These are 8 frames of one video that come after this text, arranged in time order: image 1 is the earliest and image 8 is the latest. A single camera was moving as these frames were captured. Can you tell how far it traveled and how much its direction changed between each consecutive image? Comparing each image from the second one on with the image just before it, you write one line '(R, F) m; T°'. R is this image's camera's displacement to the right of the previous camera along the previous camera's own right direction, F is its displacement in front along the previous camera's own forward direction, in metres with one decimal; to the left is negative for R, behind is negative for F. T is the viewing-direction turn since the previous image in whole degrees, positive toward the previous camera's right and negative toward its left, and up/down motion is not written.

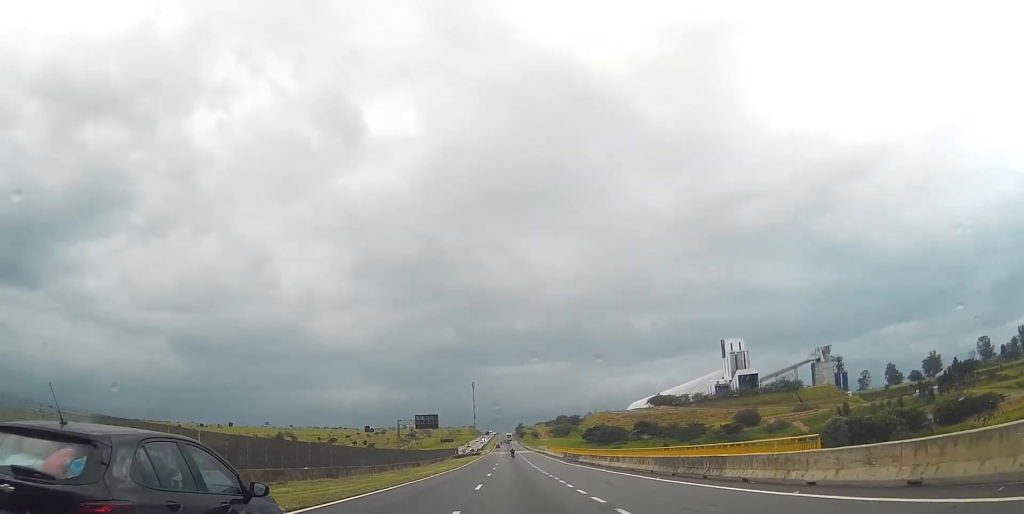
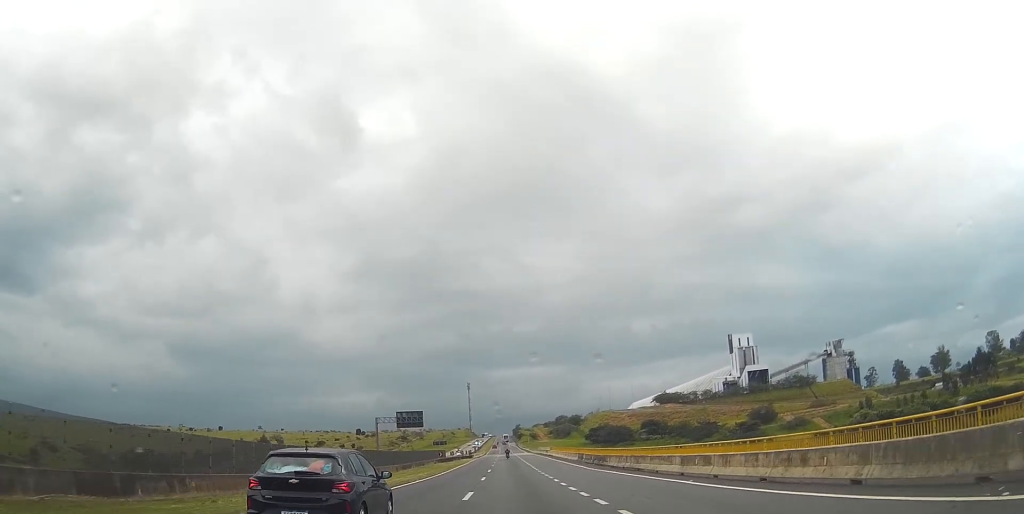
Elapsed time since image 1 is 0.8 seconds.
(0.0, +22.7) m; 0°
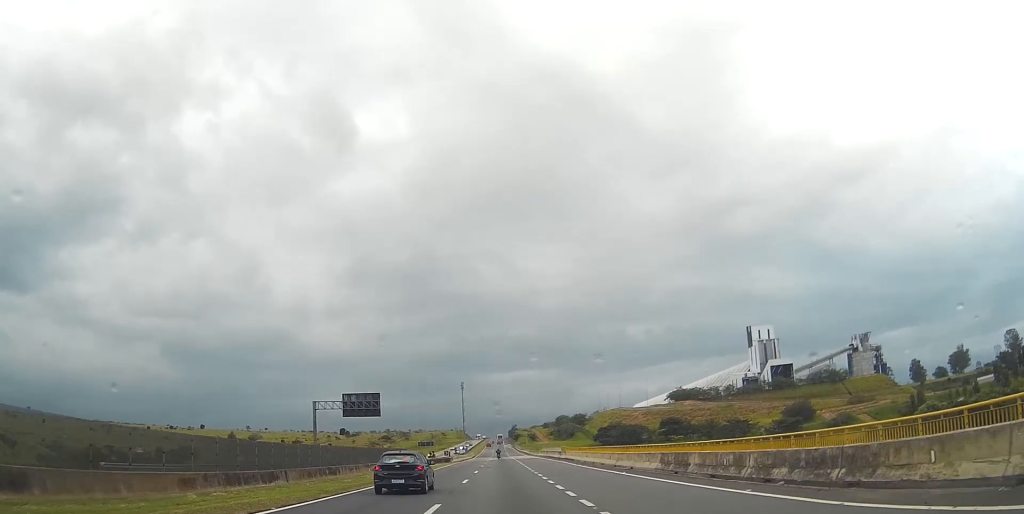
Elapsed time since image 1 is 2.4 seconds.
(0.0, +41.3) m; 0°
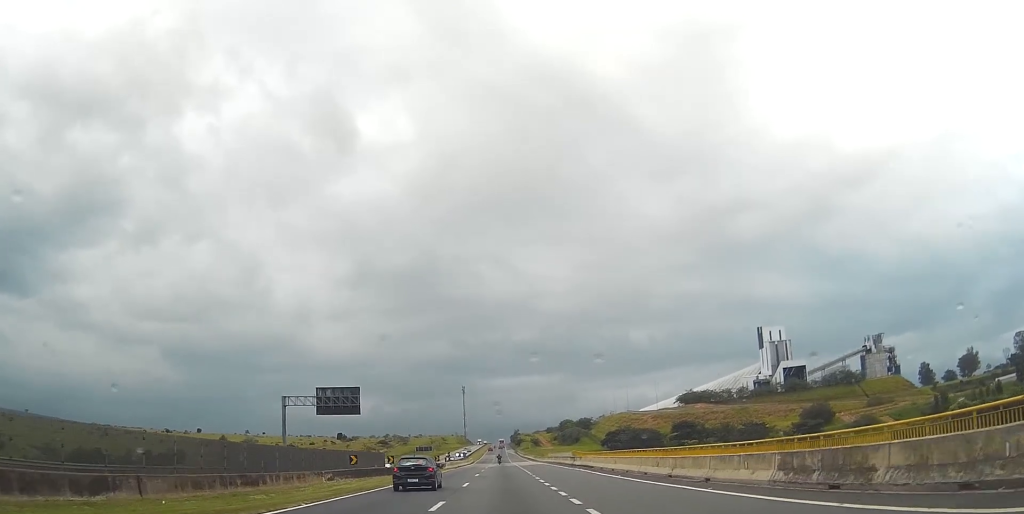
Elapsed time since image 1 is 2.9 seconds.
(-0.1, +14.0) m; 0°
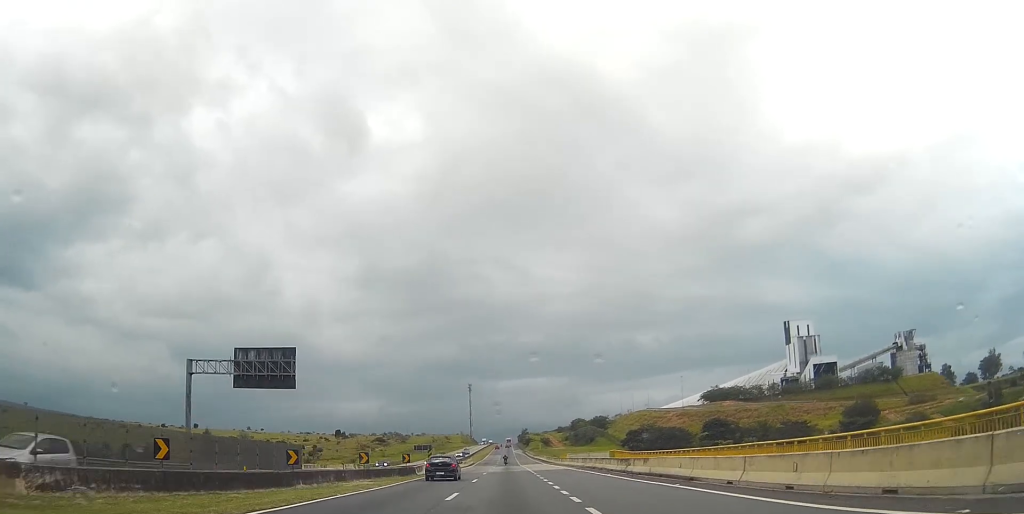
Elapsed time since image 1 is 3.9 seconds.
(-0.1, +27.0) m; -1°
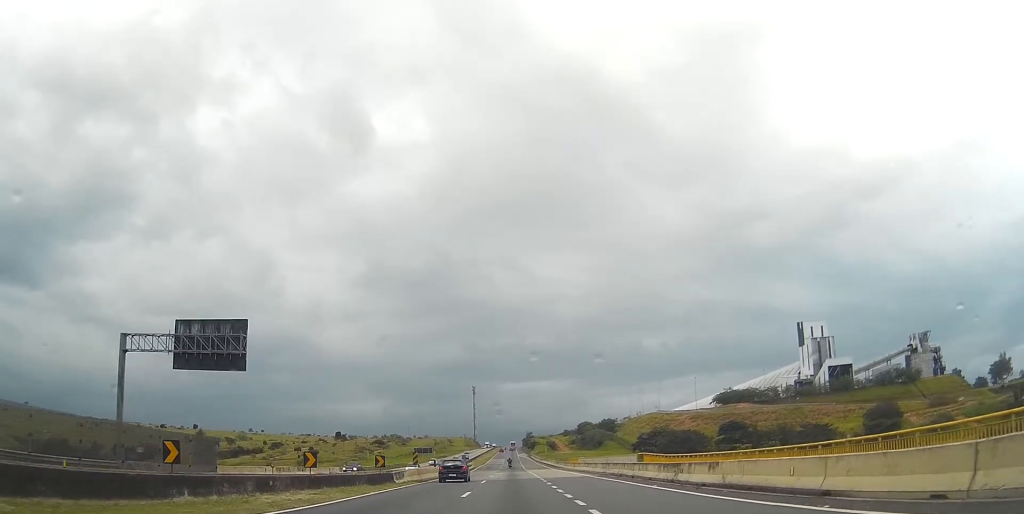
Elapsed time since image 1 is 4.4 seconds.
(0.0, +11.3) m; 0°
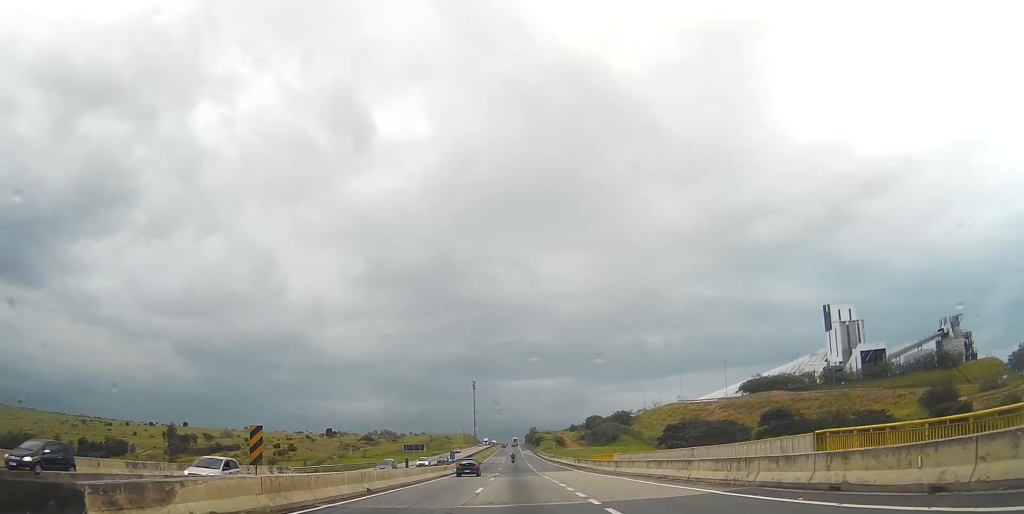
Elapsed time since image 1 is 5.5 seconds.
(-0.3, +29.3) m; -1°
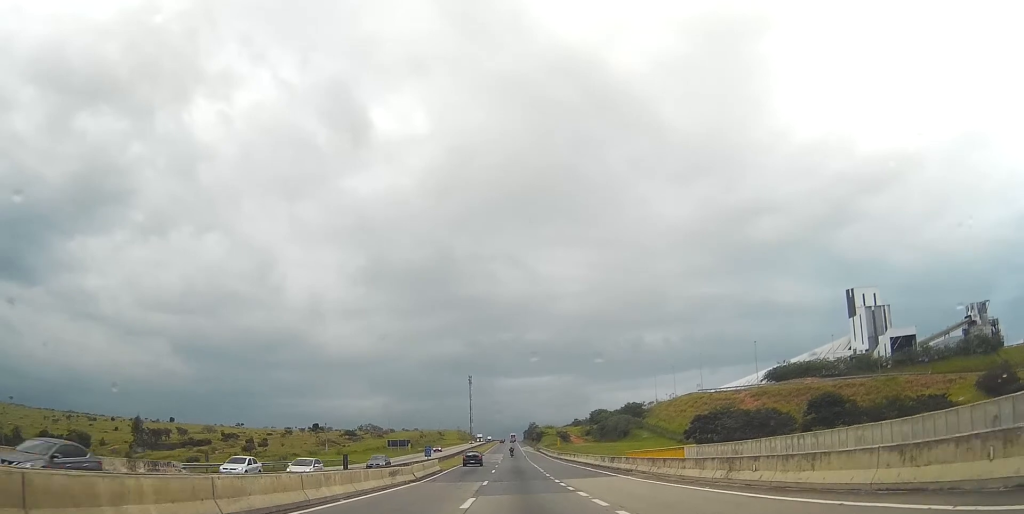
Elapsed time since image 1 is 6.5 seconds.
(0.0, +26.0) m; 0°
